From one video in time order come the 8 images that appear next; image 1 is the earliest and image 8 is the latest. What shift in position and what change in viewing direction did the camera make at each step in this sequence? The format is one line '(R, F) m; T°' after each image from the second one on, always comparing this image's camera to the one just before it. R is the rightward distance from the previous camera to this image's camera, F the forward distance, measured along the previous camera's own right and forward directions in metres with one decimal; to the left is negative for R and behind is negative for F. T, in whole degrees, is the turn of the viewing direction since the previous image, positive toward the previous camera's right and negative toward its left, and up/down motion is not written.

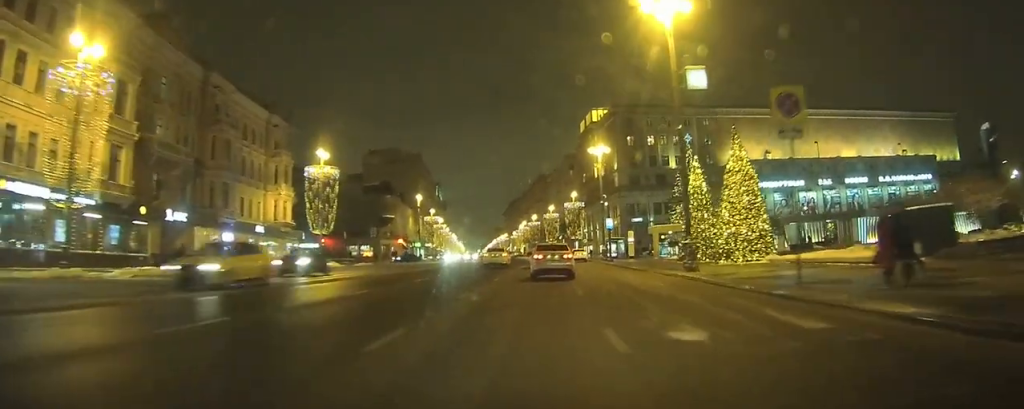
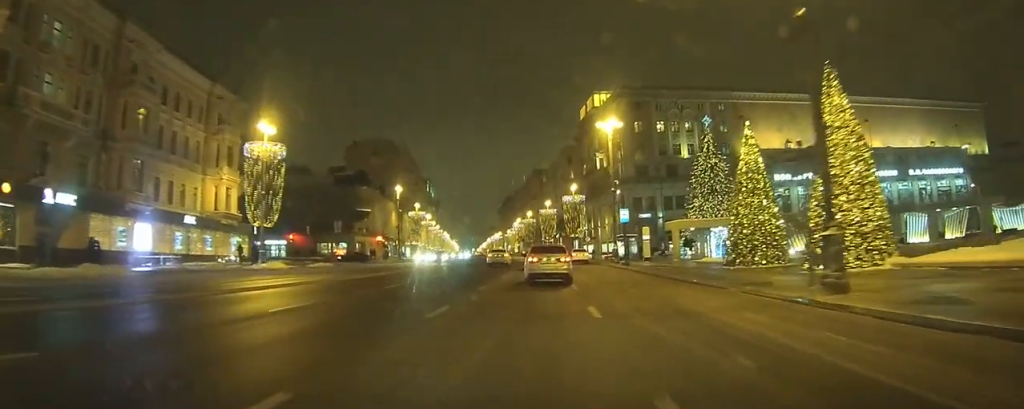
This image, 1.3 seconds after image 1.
(0.0, +11.8) m; +1°
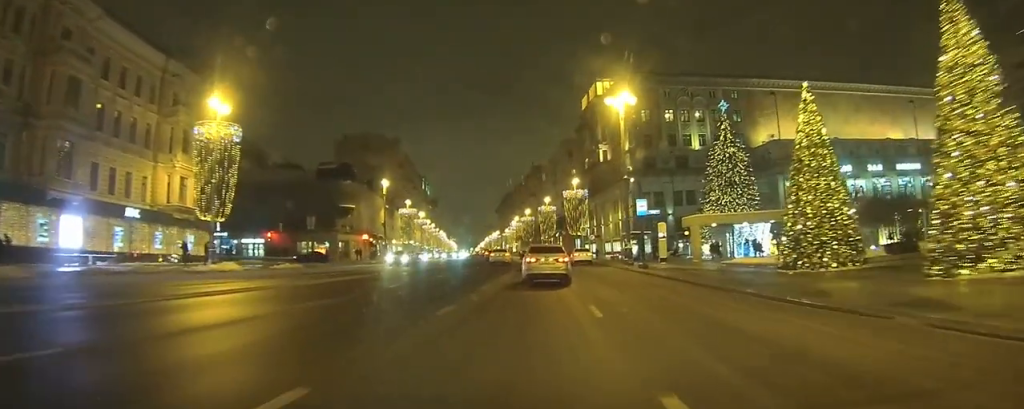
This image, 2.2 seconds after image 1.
(+0.2, +7.5) m; +1°
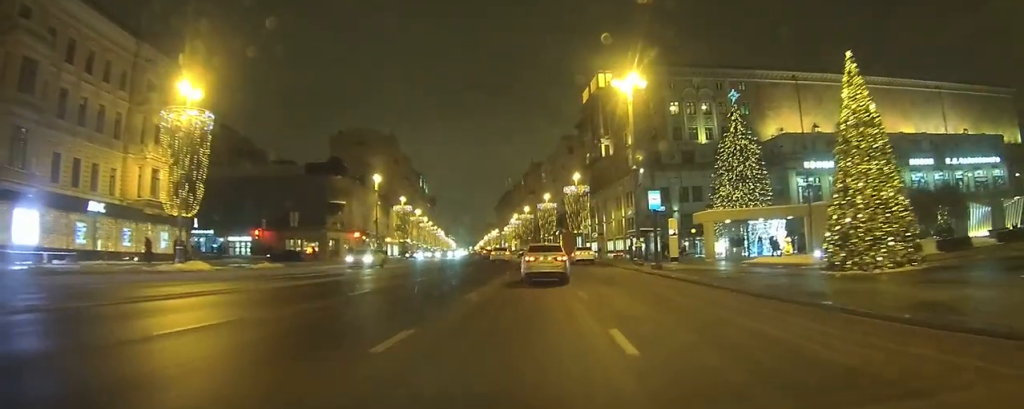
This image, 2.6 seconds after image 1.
(0.0, +3.9) m; 0°
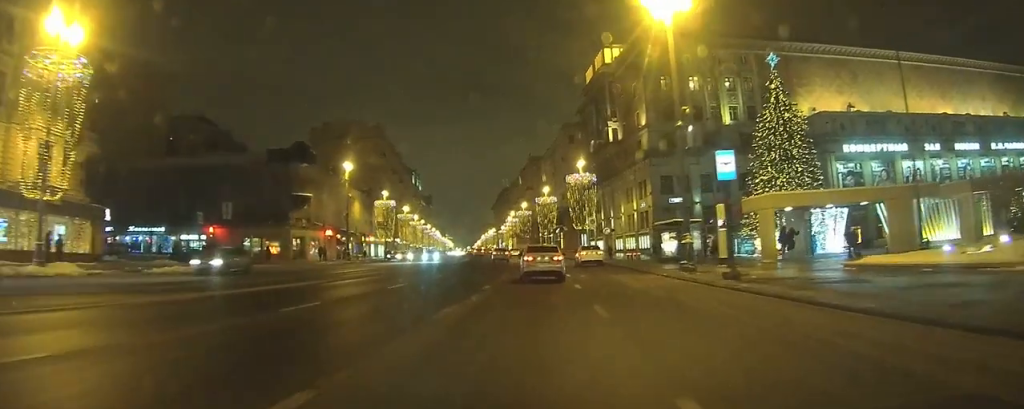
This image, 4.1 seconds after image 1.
(+0.1, +12.4) m; +1°
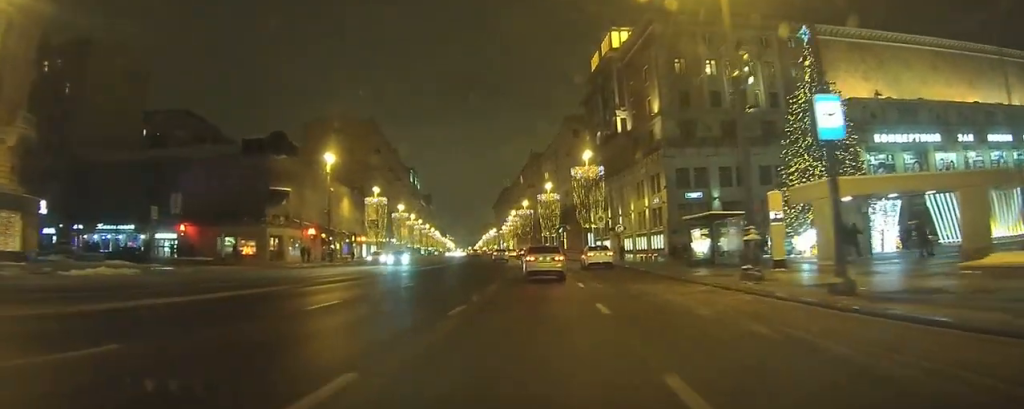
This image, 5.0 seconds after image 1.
(+0.1, +7.2) m; +1°
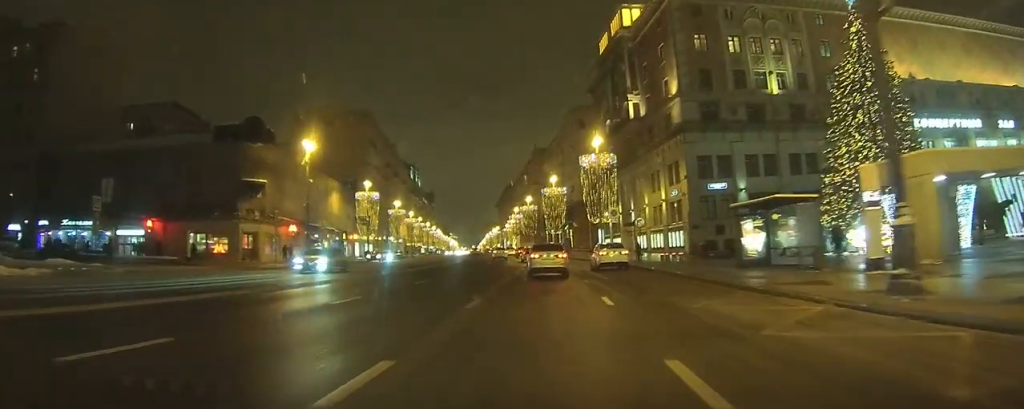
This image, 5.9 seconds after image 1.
(+0.1, +7.4) m; -1°
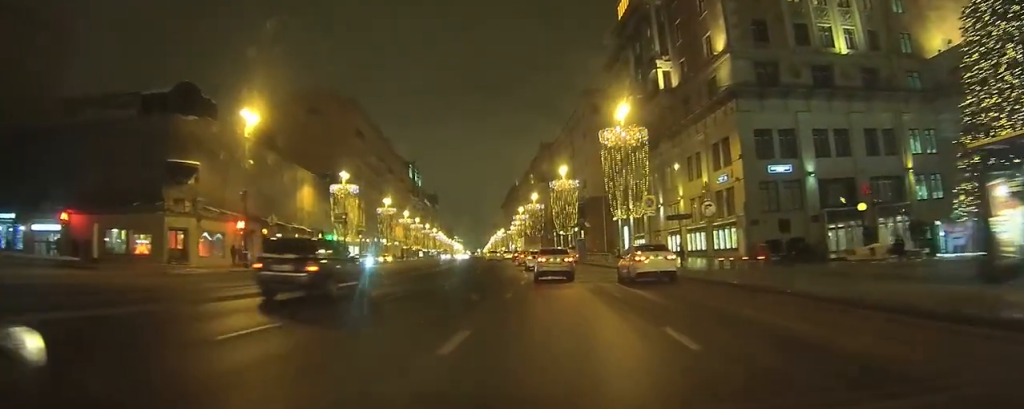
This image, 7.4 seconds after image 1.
(-0.4, +13.7) m; -3°
